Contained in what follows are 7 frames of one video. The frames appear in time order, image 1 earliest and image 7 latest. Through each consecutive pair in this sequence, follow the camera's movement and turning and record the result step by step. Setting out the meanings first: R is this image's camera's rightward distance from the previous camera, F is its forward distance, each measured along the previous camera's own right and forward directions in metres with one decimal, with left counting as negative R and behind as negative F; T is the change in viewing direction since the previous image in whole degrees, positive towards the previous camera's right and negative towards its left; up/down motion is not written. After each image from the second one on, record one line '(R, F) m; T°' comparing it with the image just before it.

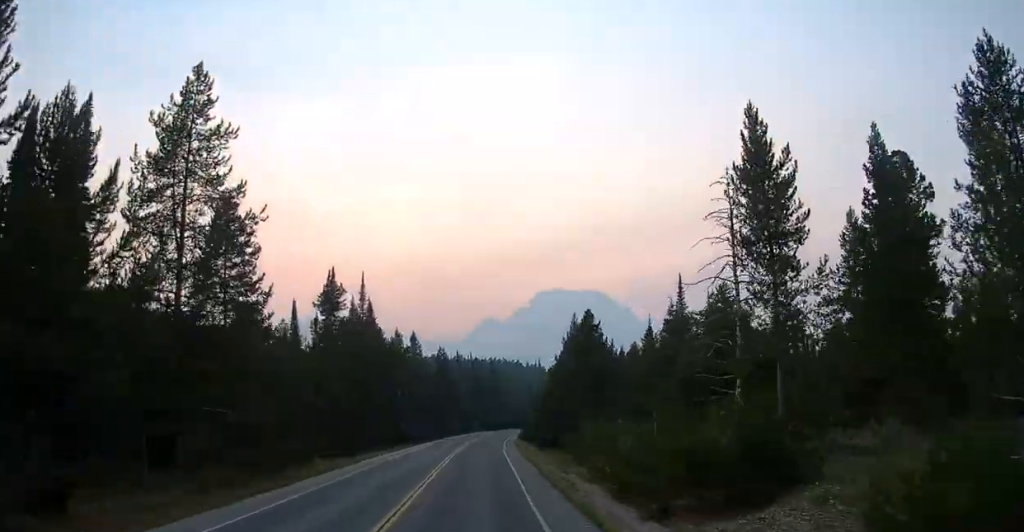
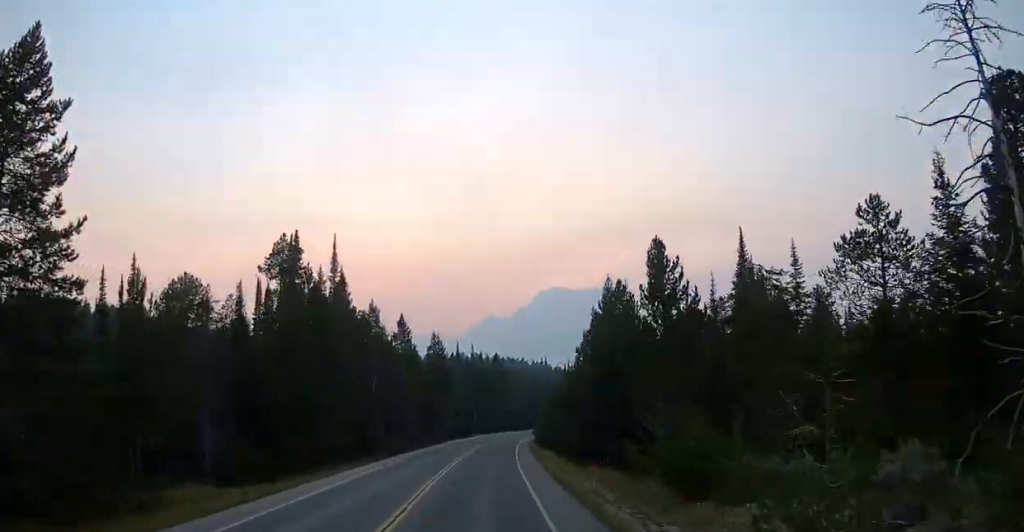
(-0.2, +16.4) m; -1°
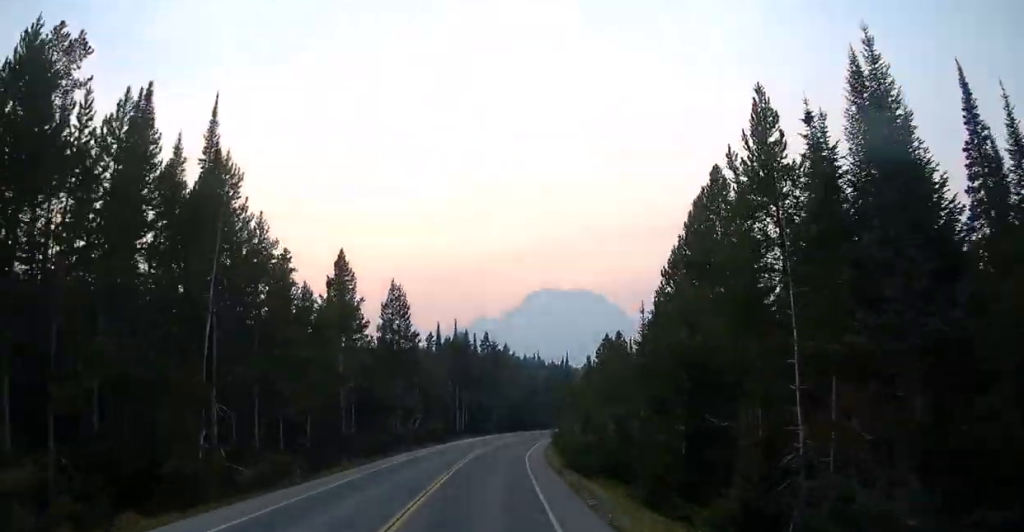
(-0.3, +28.6) m; +1°
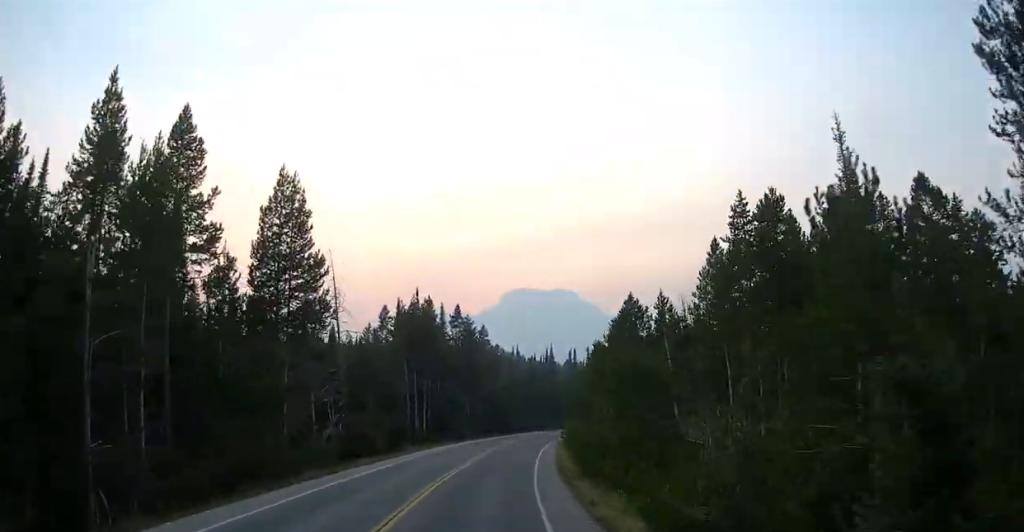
(+0.9, +24.8) m; +3°
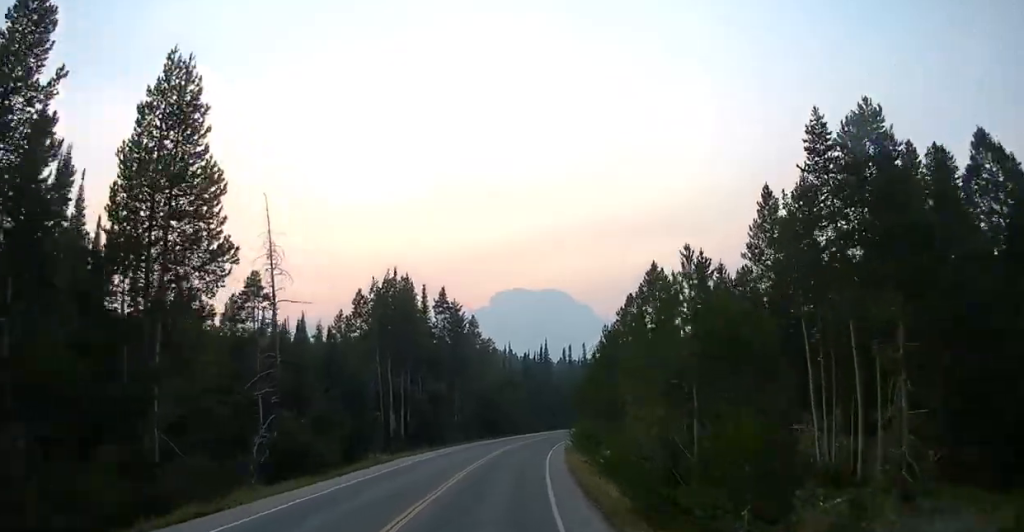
(+0.3, +11.7) m; 0°
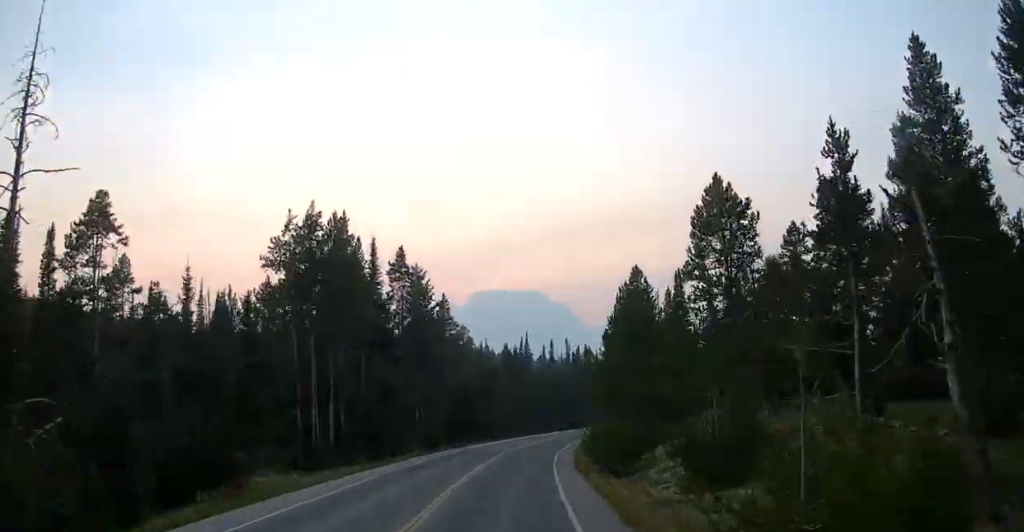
(-0.3, +16.5) m; -1°
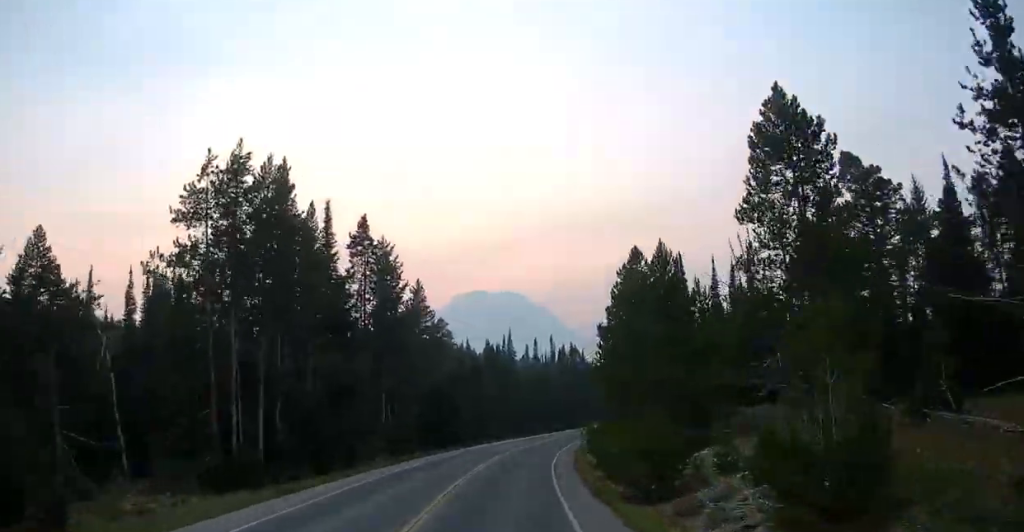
(-0.1, +8.3) m; +3°
